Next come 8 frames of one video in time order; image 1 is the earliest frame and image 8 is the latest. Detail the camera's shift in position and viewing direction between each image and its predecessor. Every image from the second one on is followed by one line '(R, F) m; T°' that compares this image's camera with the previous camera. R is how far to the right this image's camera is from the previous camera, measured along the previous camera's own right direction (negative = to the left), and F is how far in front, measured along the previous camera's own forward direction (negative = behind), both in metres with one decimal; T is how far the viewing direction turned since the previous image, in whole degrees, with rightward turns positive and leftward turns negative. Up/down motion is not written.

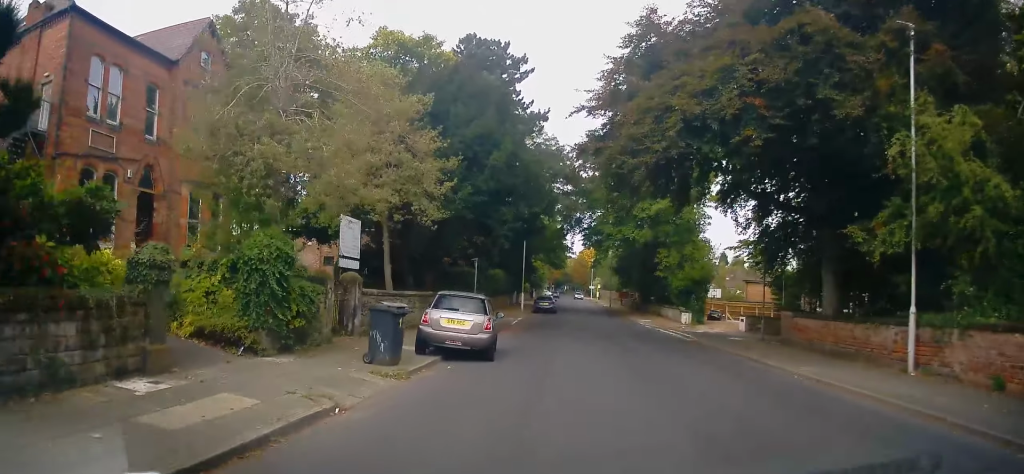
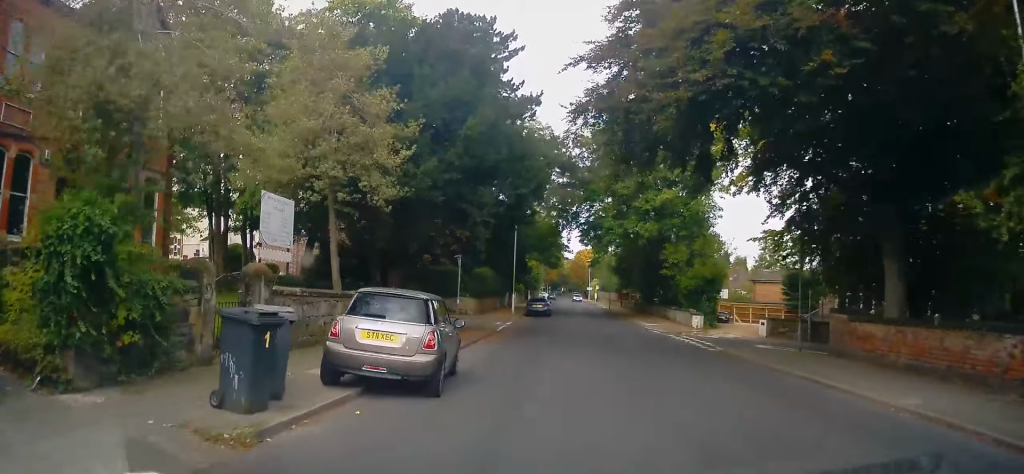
(-0.1, +4.7) m; +2°
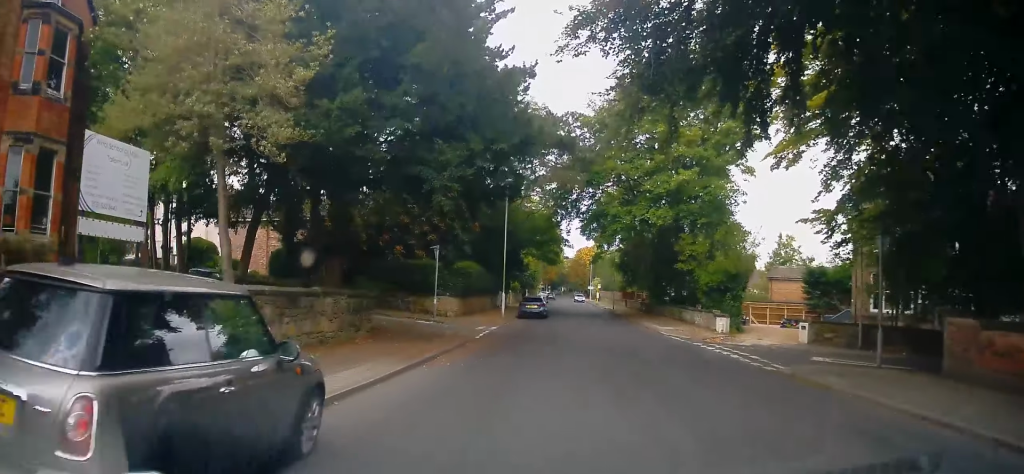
(+0.2, +6.0) m; +1°
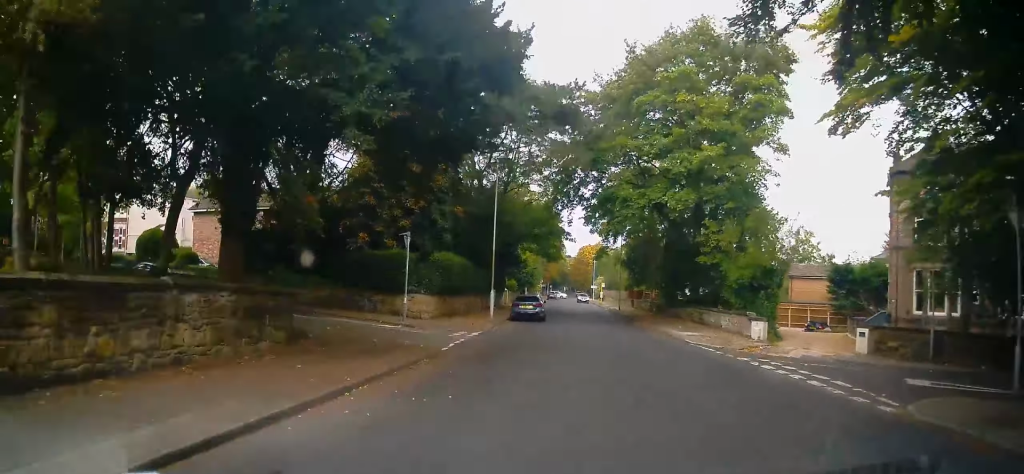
(+0.2, +5.8) m; 0°
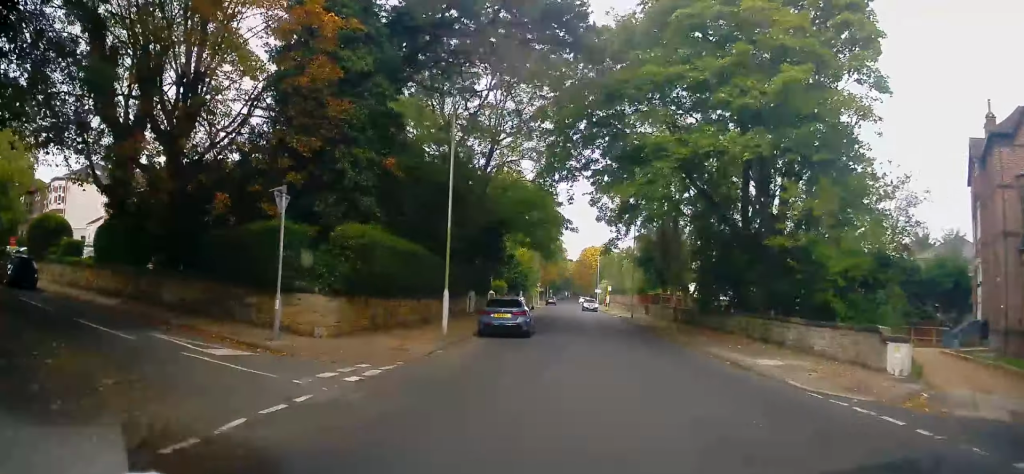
(-0.2, +11.2) m; +3°
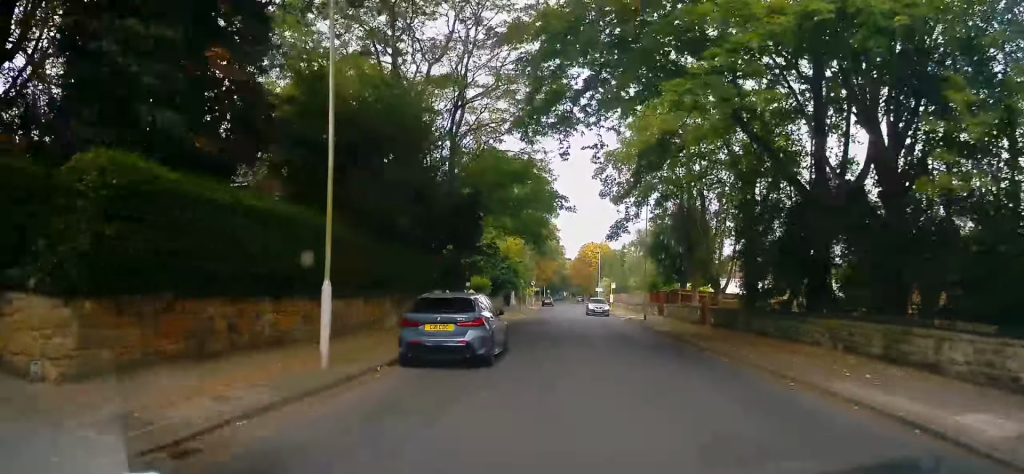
(+0.5, +9.3) m; +1°
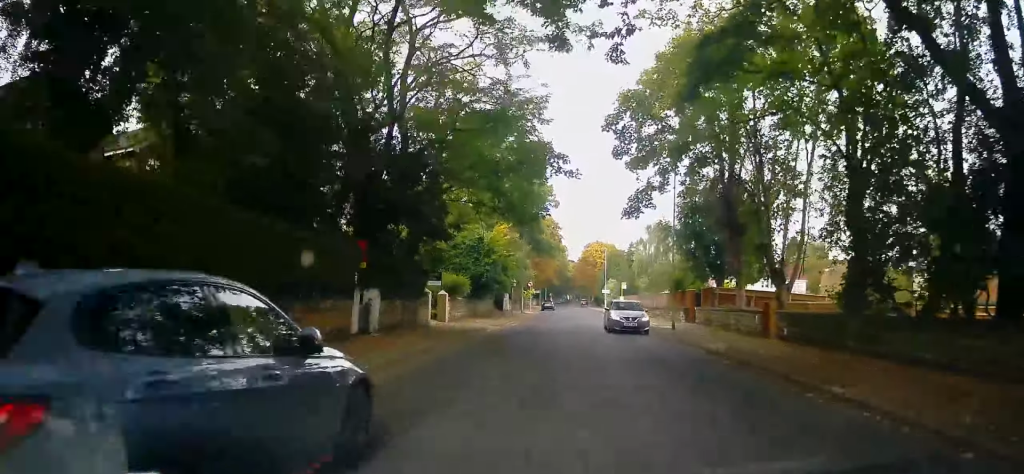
(-0.4, +9.5) m; -3°
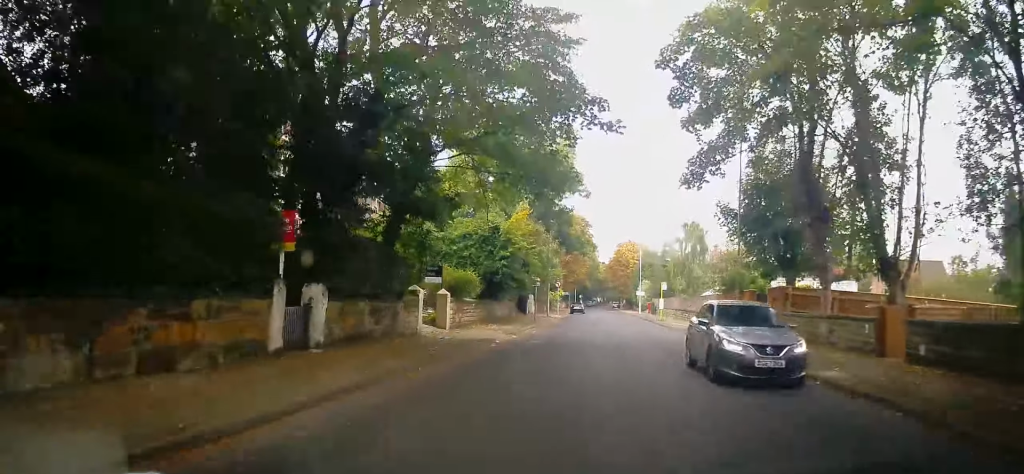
(+0.1, +6.4) m; -2°
